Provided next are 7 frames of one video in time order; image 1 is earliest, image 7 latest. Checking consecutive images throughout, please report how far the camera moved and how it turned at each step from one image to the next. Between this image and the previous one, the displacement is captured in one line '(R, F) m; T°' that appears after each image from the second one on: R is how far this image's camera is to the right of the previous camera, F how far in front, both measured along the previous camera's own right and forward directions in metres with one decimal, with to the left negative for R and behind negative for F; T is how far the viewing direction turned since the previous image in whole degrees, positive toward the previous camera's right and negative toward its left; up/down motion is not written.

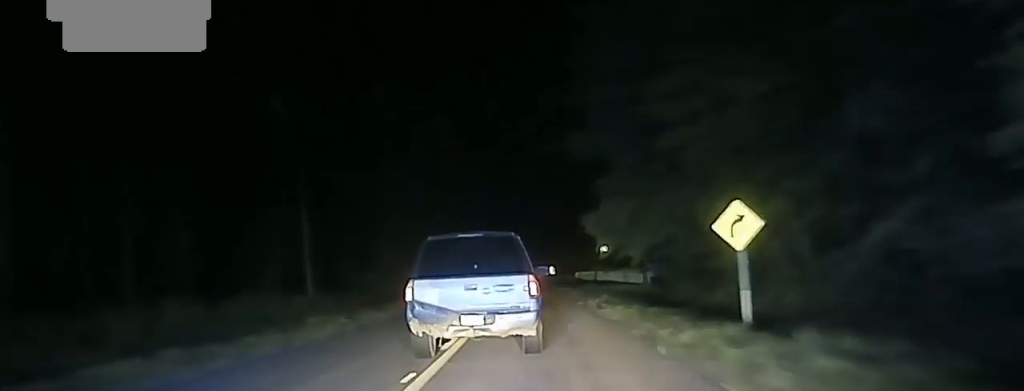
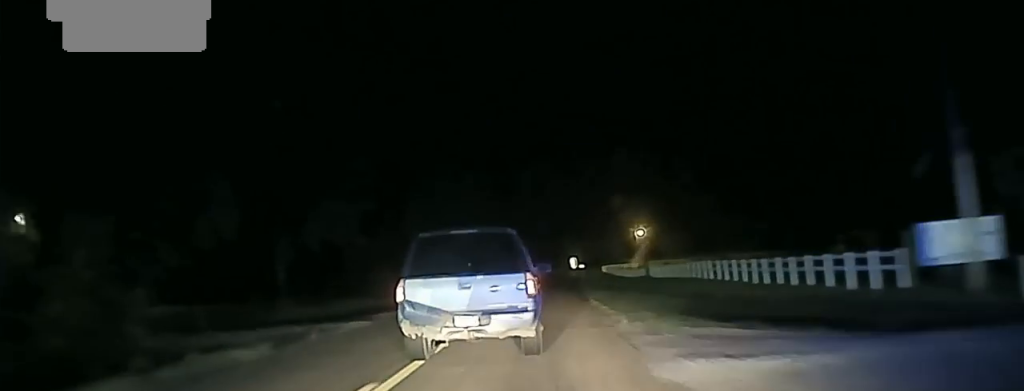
(+0.5, +67.6) m; 0°
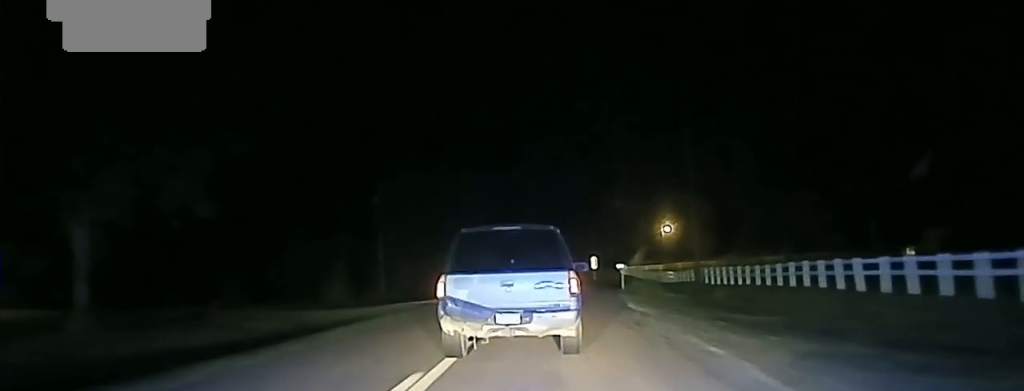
(-0.1, +25.2) m; 0°
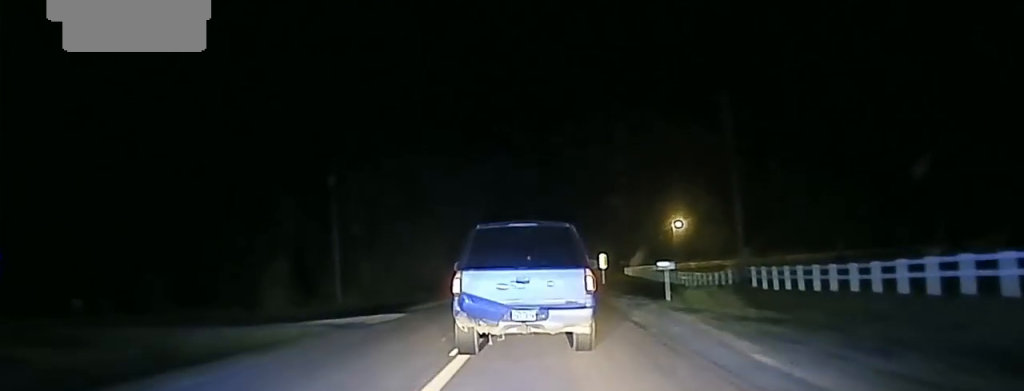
(0.0, +15.5) m; 0°
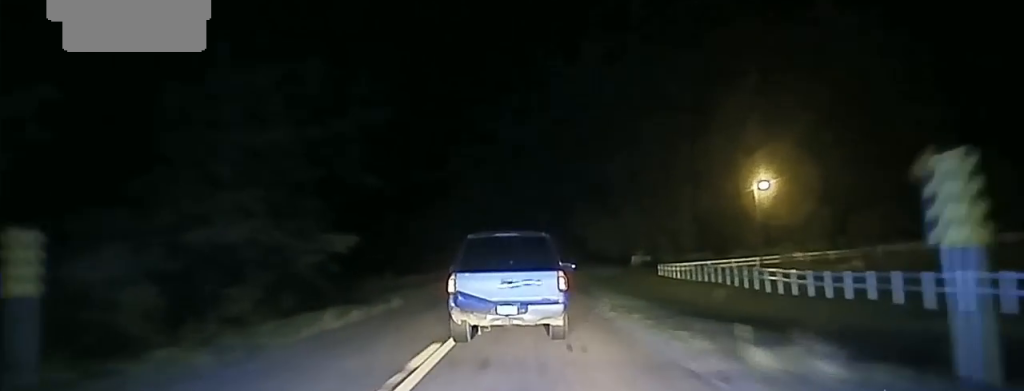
(+0.4, +51.4) m; +1°
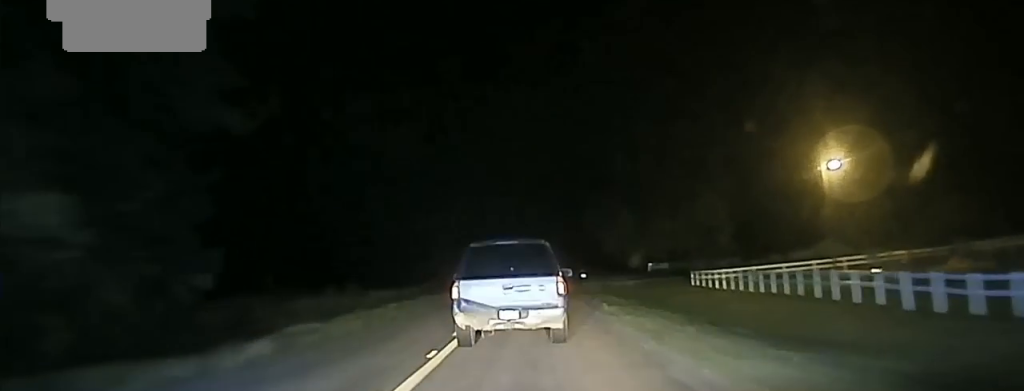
(0.0, +18.0) m; 0°
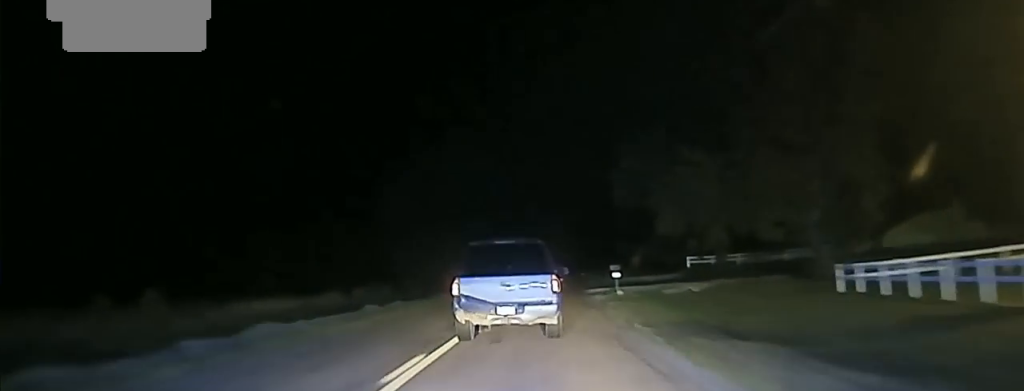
(+0.1, +33.9) m; +1°
